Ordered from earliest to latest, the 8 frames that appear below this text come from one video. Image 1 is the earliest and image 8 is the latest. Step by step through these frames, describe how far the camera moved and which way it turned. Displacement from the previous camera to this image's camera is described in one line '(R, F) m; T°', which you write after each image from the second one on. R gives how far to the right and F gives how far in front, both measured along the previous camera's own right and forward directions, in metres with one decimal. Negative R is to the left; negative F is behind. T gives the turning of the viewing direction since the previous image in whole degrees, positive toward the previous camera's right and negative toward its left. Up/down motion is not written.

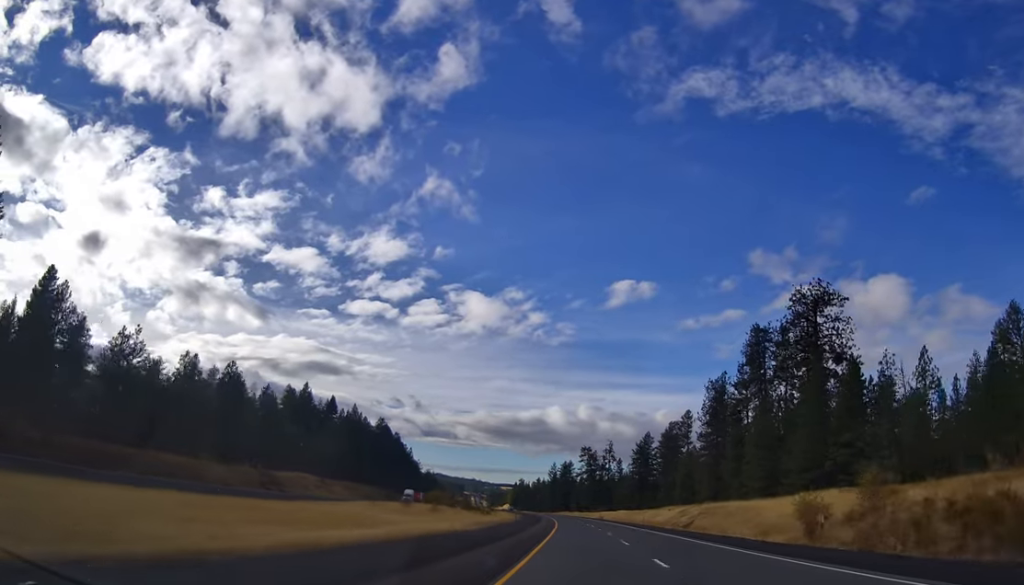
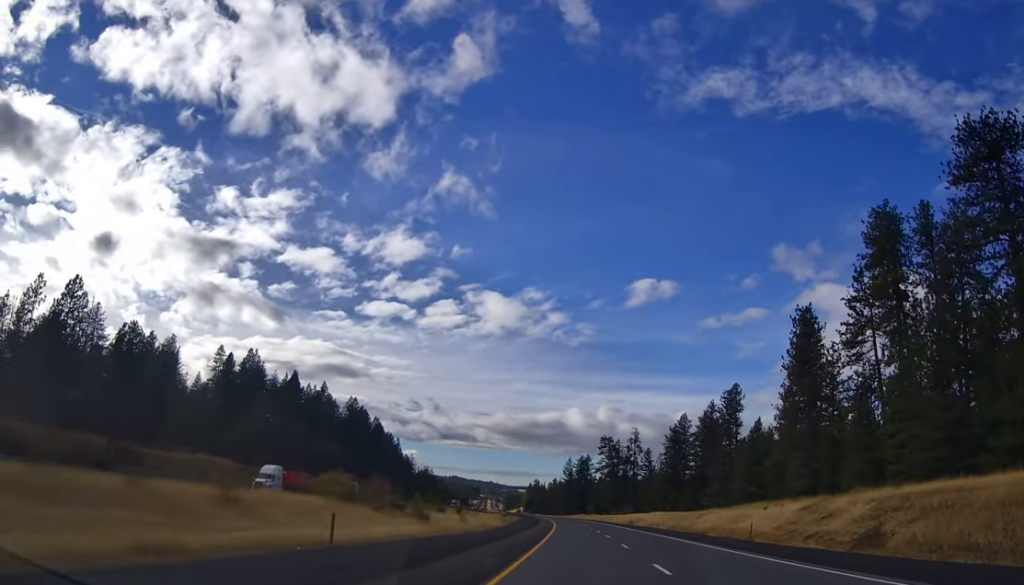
(-0.6, +52.0) m; -2°
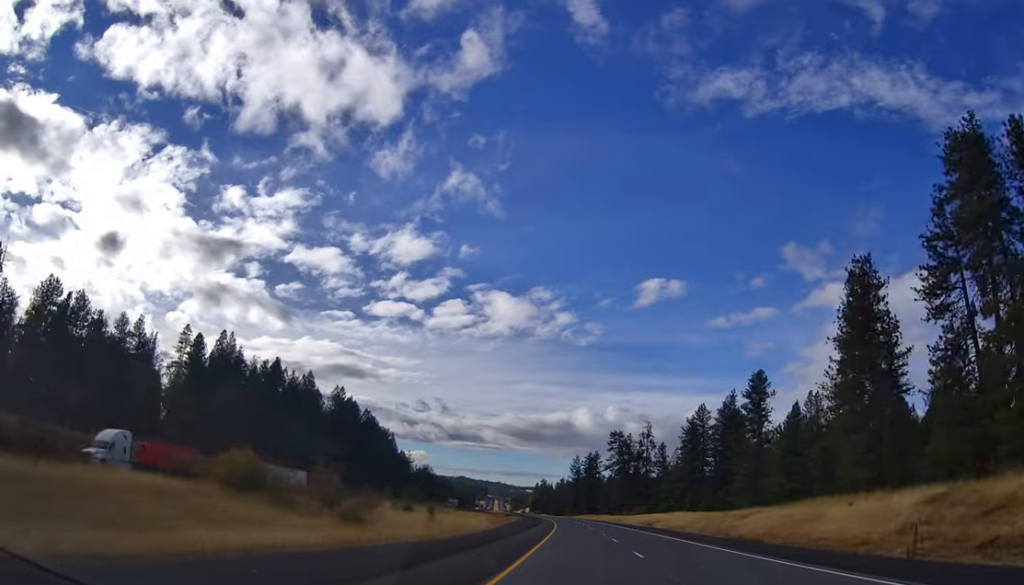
(-0.4, +19.0) m; 0°
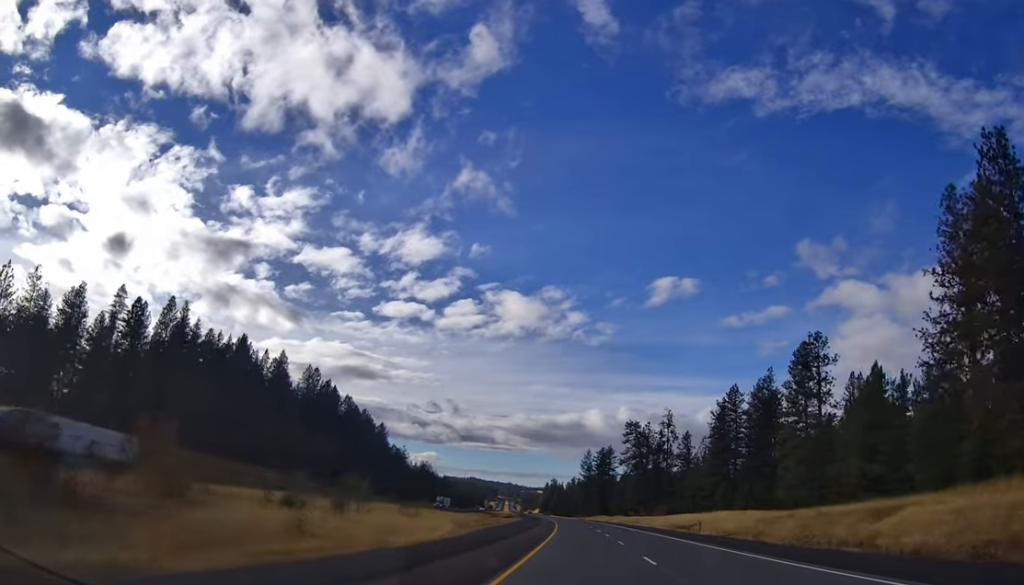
(-0.2, +27.8) m; 0°
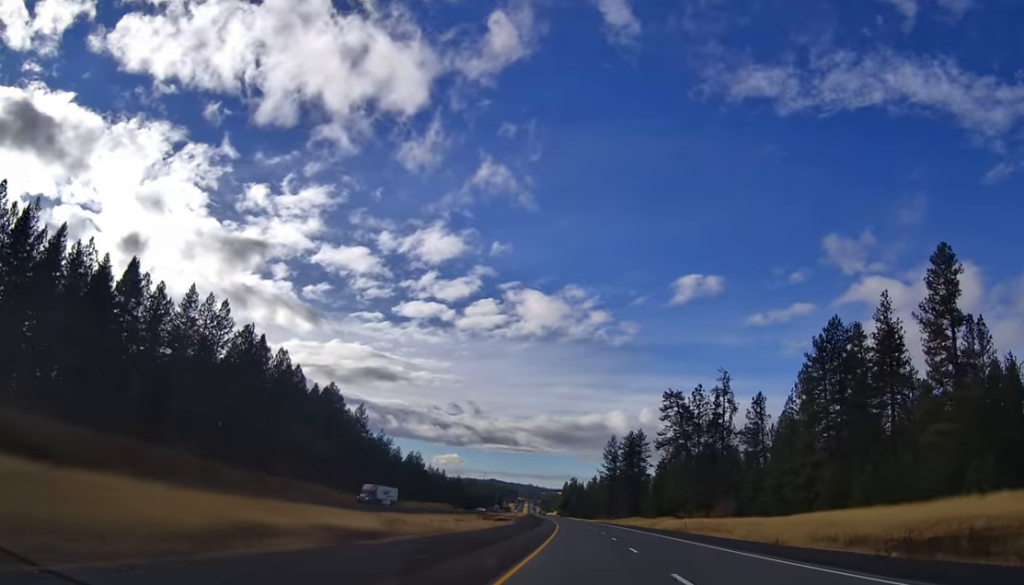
(-0.3, +56.0) m; -2°
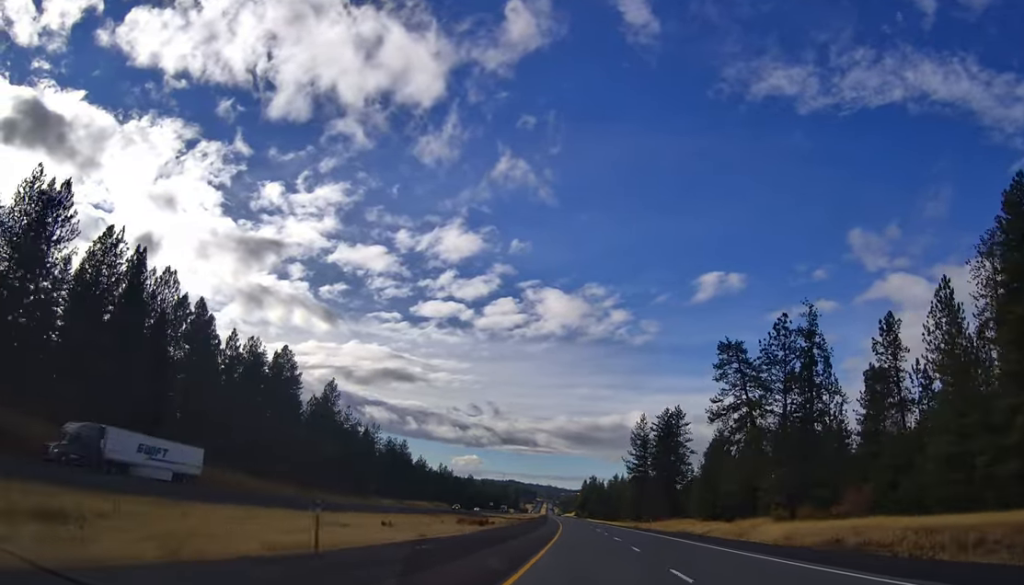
(-1.4, +48.0) m; -2°
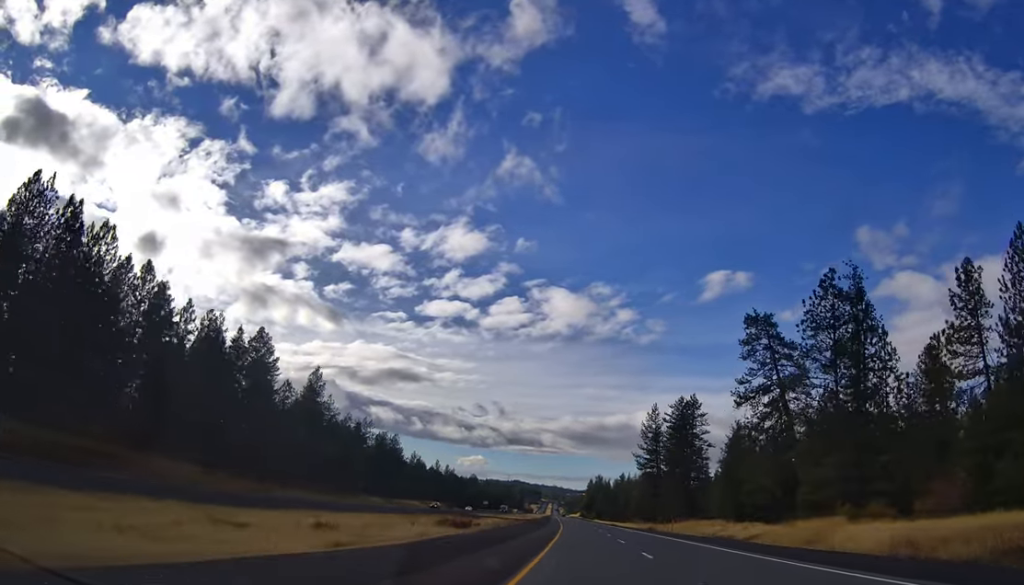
(+0.1, +16.4) m; 0°
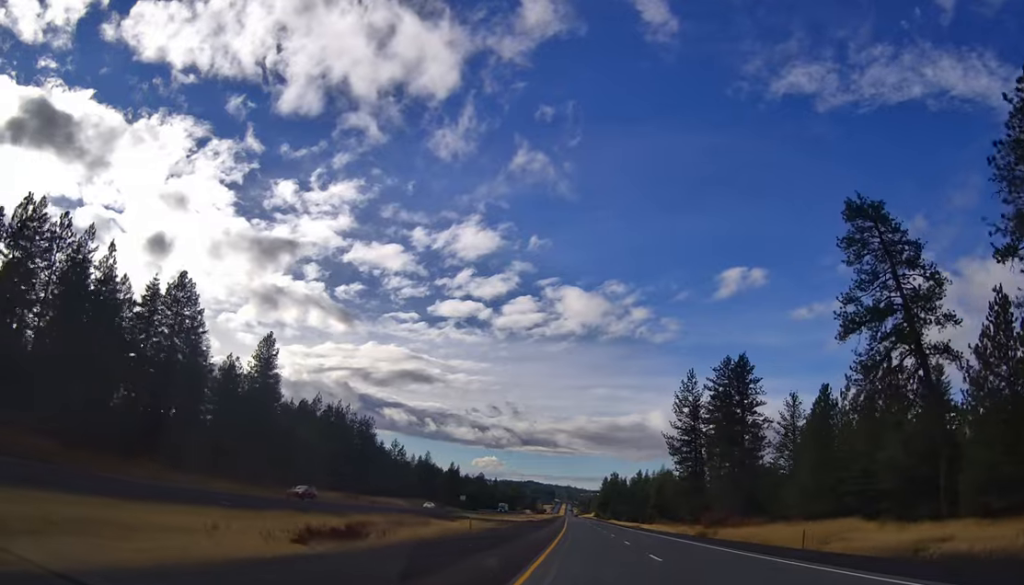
(-0.3, +38.3) m; -1°
